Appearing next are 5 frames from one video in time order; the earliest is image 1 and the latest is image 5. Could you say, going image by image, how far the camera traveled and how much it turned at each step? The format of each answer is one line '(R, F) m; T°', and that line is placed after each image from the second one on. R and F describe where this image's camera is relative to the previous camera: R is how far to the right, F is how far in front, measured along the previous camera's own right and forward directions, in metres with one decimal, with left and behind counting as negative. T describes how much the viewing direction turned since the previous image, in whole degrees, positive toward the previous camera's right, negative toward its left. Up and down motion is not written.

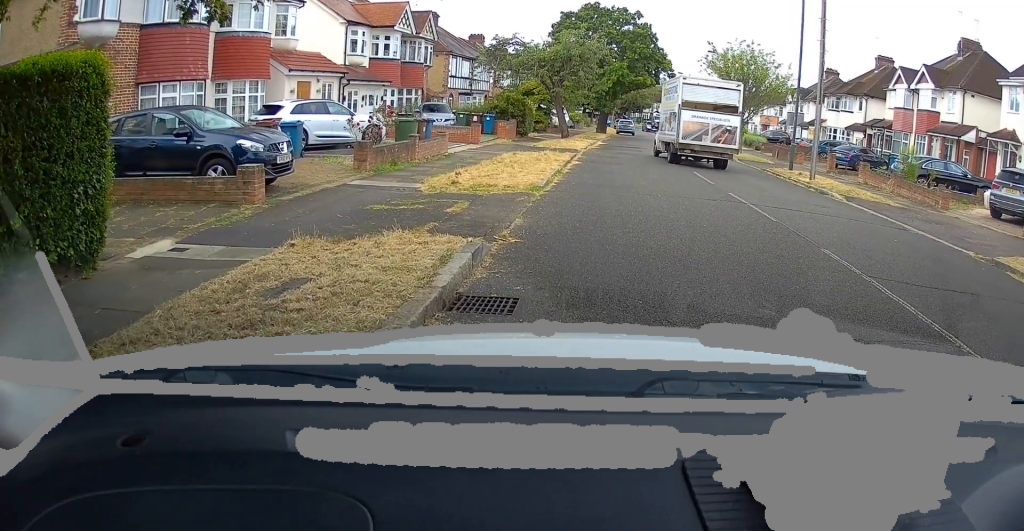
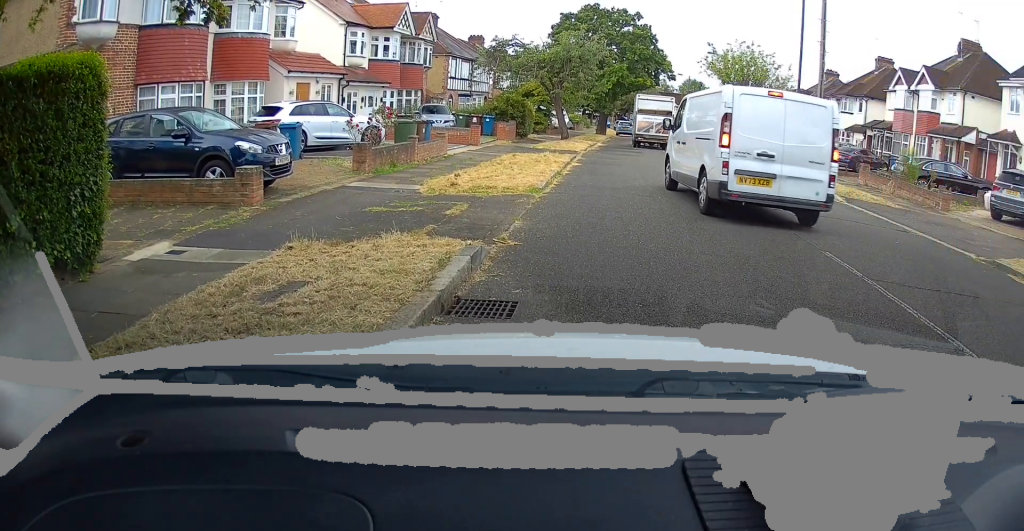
(0.0, 0.0) m; 0°
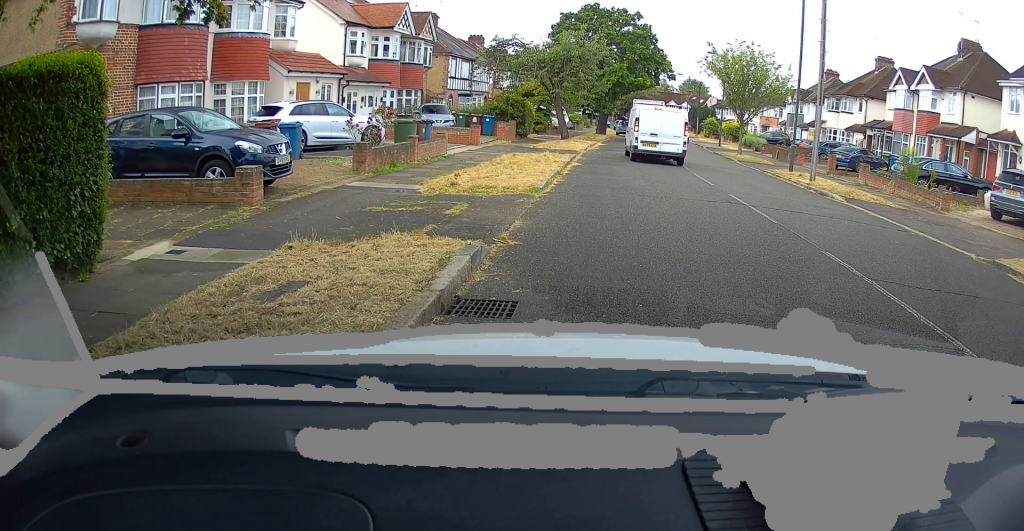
(0.0, 0.0) m; 0°
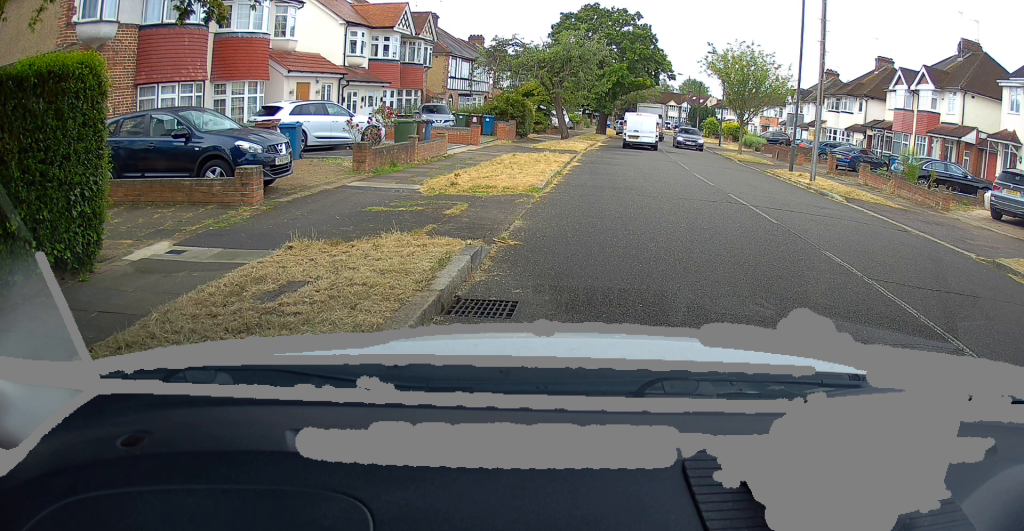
(0.0, 0.0) m; 0°
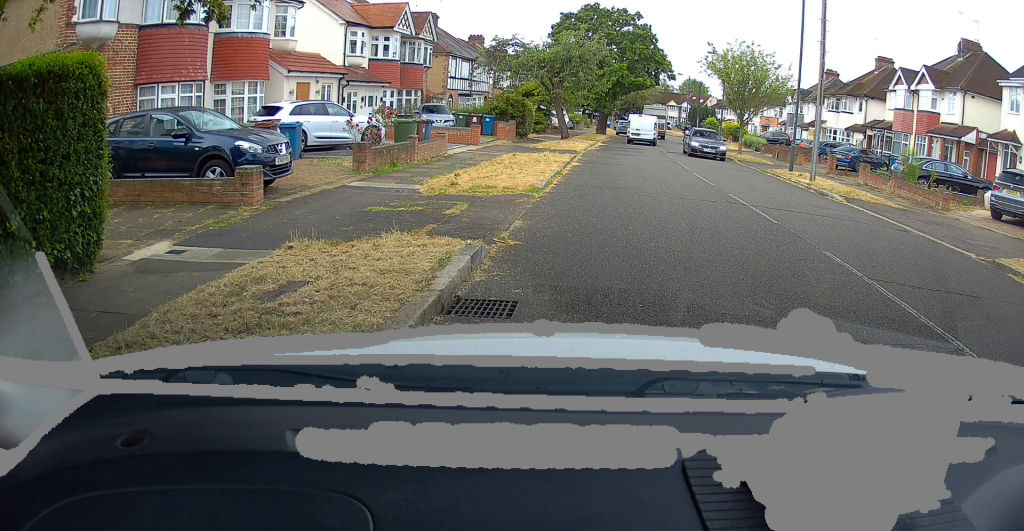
(0.0, 0.0) m; 0°
